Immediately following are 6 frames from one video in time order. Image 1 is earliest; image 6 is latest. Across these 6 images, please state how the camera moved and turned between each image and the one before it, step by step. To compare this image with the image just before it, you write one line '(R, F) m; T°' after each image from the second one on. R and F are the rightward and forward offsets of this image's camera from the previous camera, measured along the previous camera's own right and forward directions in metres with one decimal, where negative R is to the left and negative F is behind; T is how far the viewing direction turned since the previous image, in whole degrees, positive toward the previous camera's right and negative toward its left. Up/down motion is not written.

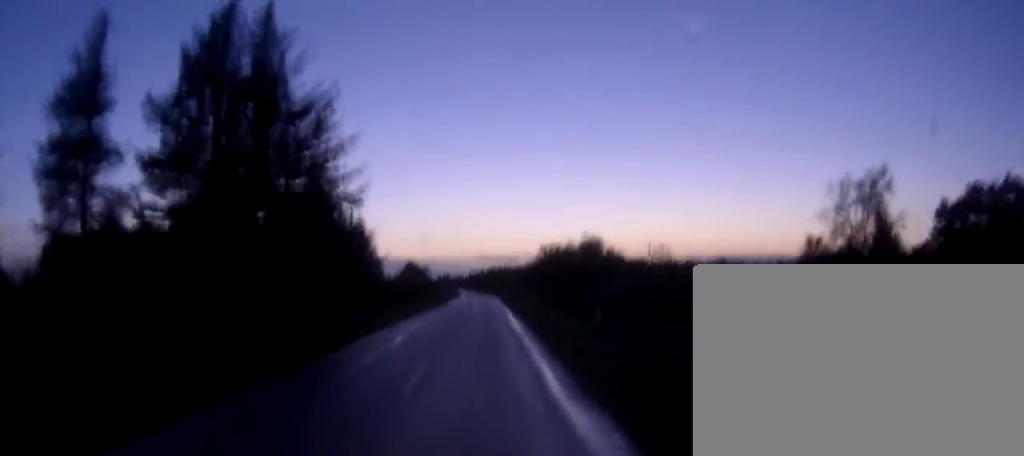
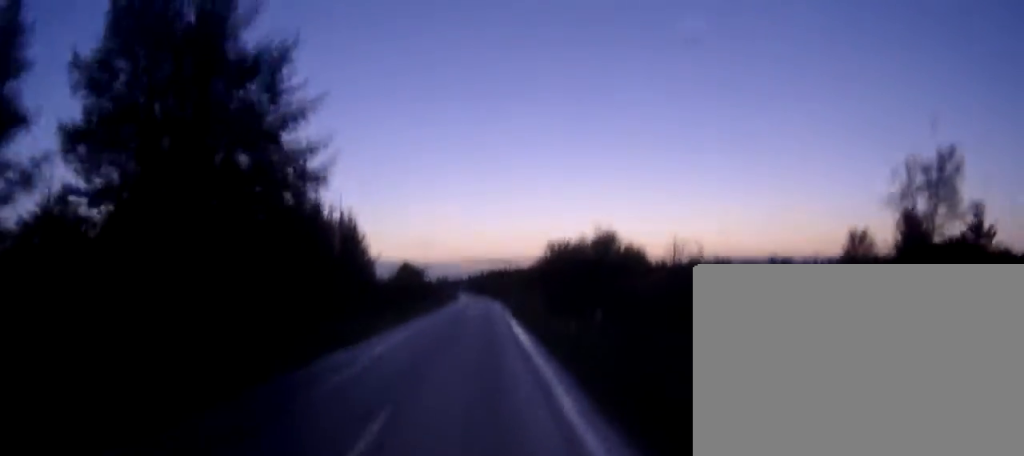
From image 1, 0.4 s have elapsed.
(0.0, +7.9) m; 0°
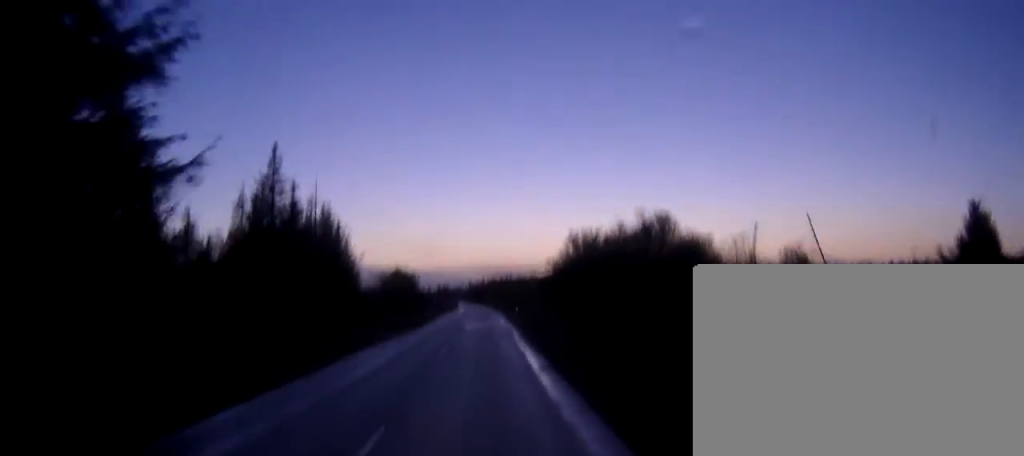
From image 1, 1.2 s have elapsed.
(0.0, +15.1) m; 0°
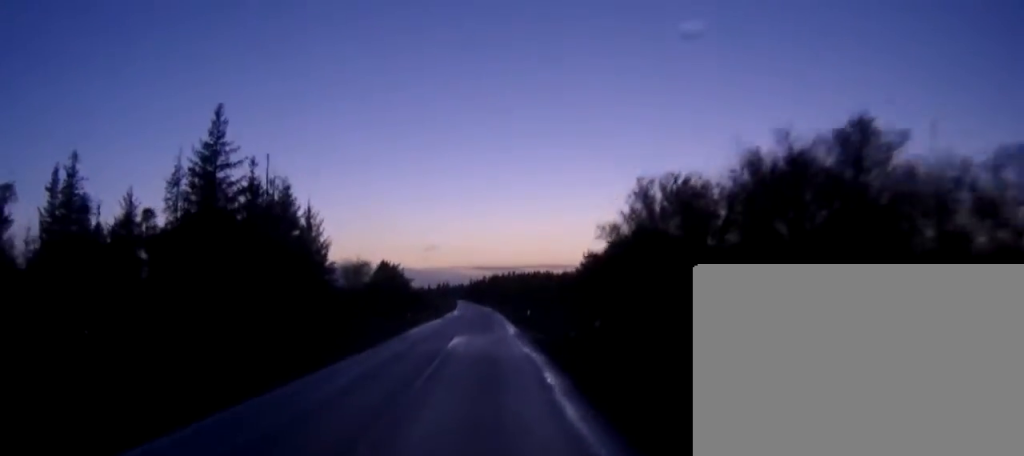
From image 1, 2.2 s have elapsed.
(0.0, +19.8) m; 0°
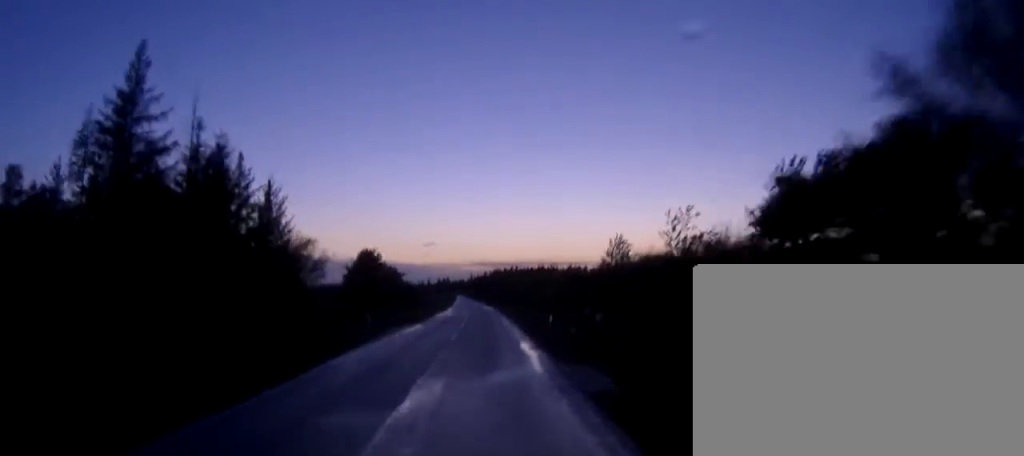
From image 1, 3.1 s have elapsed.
(-0.1, +18.5) m; 0°
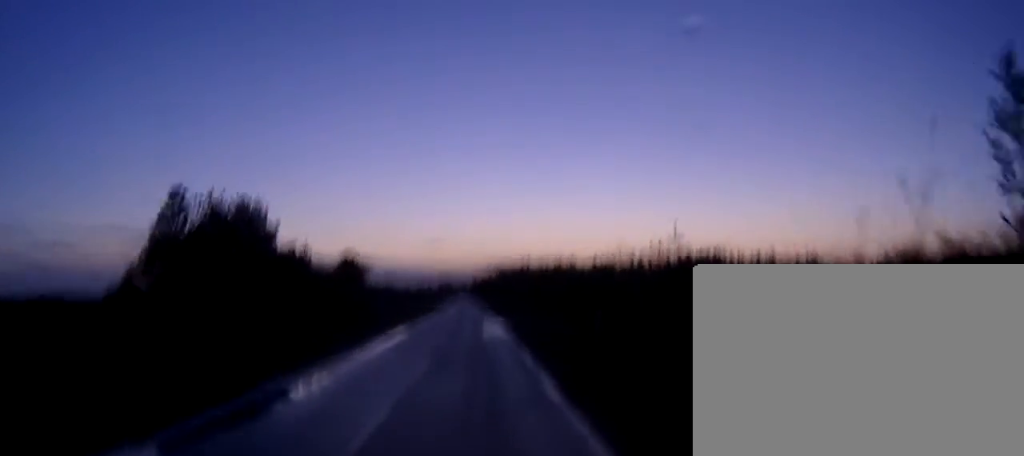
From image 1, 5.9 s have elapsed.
(+0.2, +55.5) m; 0°
